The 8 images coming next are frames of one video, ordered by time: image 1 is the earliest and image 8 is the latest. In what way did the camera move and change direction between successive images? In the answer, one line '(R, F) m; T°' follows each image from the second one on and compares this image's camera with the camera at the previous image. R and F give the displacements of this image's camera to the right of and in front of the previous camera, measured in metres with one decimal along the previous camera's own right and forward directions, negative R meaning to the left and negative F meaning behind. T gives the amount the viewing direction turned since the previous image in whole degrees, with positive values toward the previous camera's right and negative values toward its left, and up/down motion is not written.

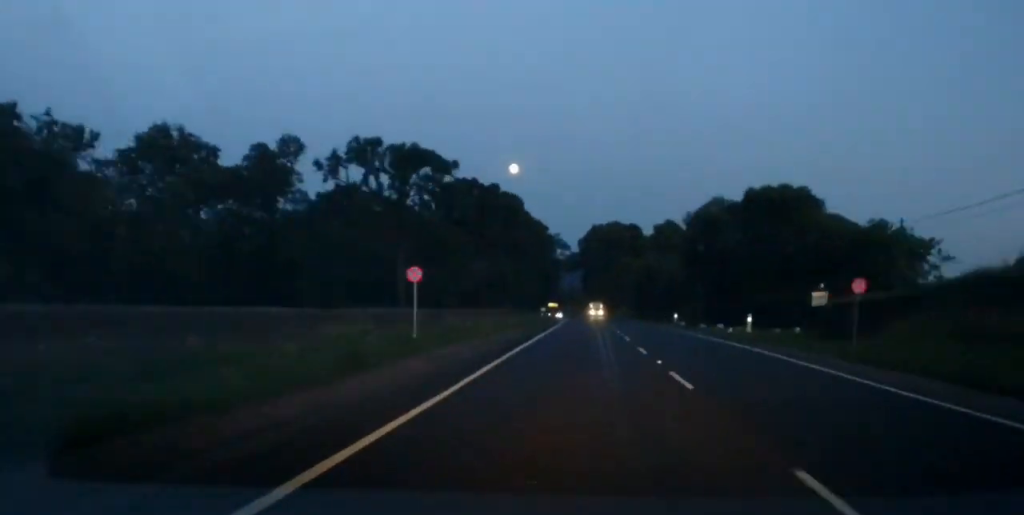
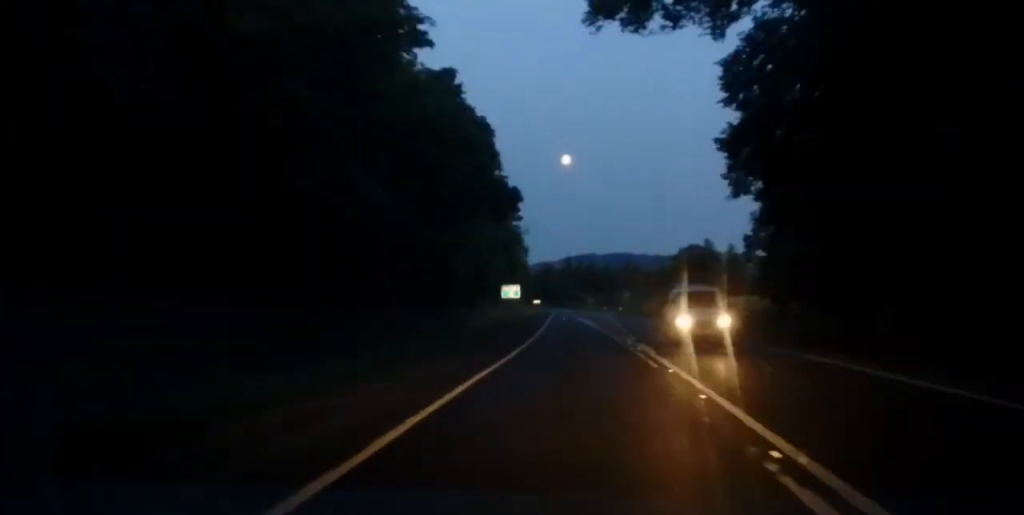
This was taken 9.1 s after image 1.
(-6.4, +228.7) m; -4°
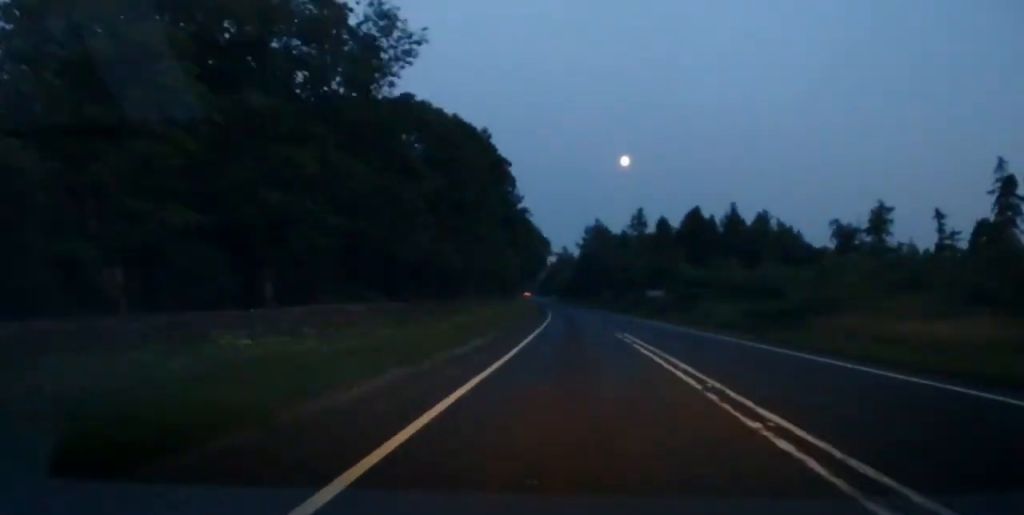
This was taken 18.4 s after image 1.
(-10.0, +244.8) m; -4°
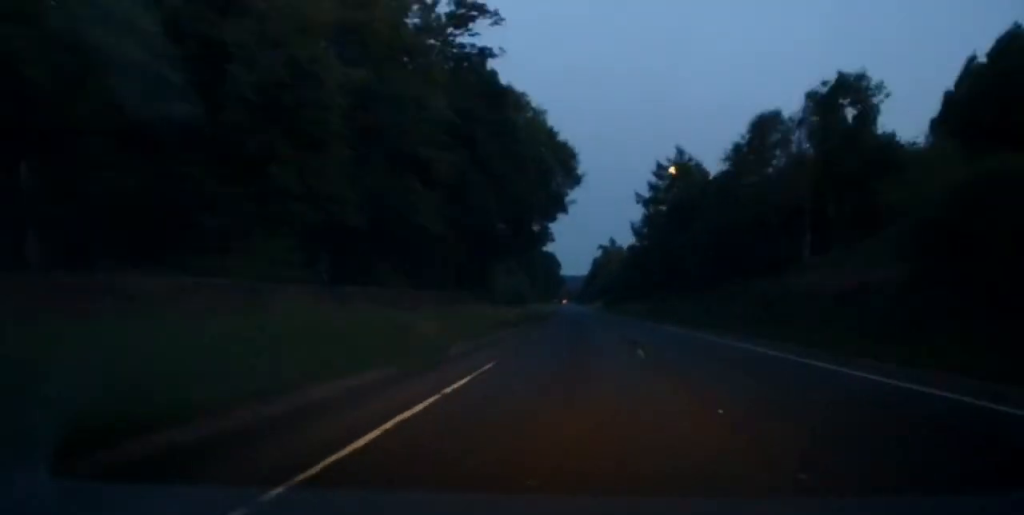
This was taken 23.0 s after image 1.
(-1.4, +121.1) m; -2°
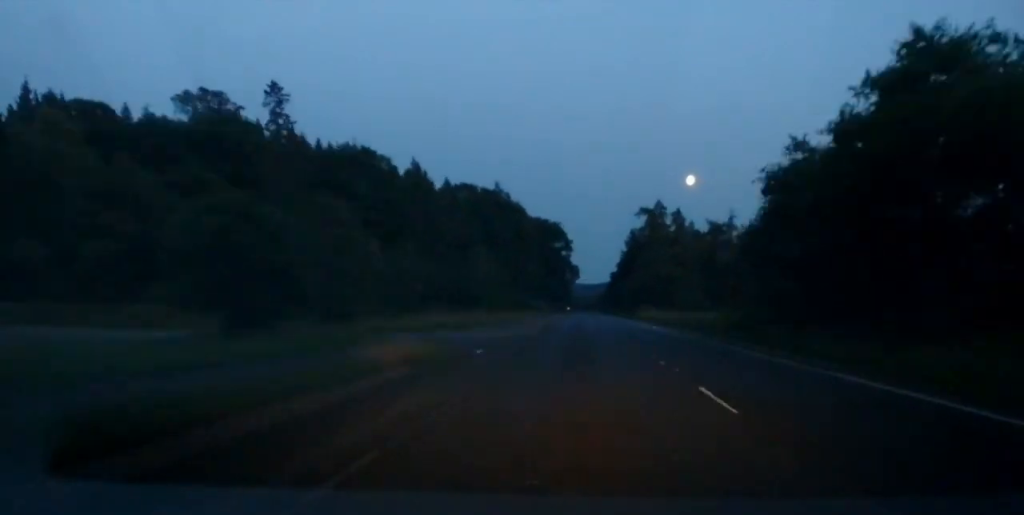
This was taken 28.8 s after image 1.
(-2.7, +153.8) m; -1°
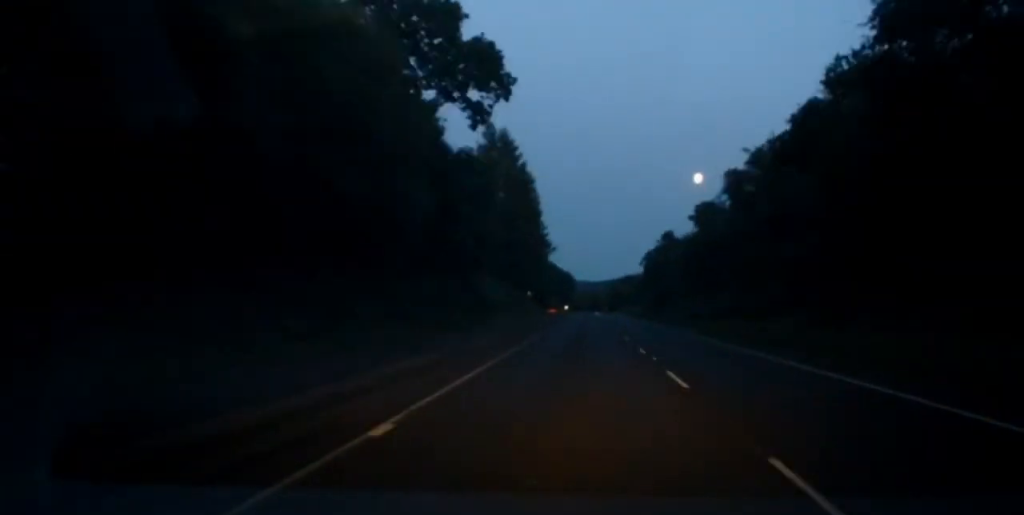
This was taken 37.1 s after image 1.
(-1.1, +207.7) m; -1°
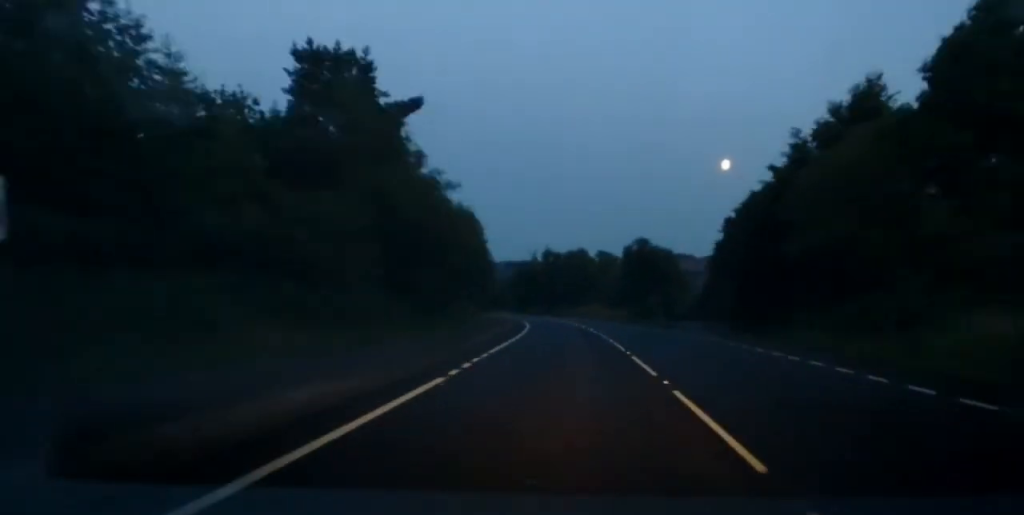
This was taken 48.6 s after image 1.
(-12.0, +281.3) m; -9°
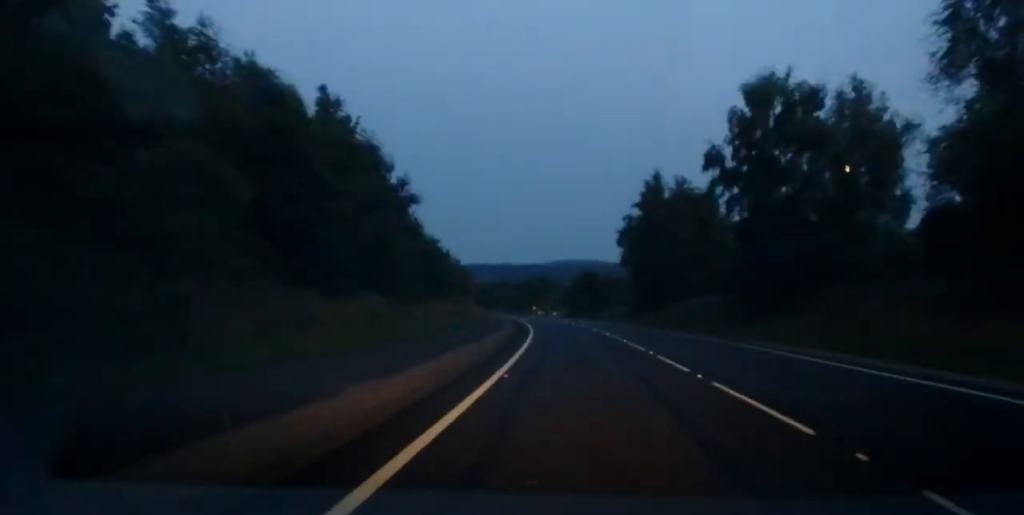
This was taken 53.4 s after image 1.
(-7.1, +123.3) m; -6°
